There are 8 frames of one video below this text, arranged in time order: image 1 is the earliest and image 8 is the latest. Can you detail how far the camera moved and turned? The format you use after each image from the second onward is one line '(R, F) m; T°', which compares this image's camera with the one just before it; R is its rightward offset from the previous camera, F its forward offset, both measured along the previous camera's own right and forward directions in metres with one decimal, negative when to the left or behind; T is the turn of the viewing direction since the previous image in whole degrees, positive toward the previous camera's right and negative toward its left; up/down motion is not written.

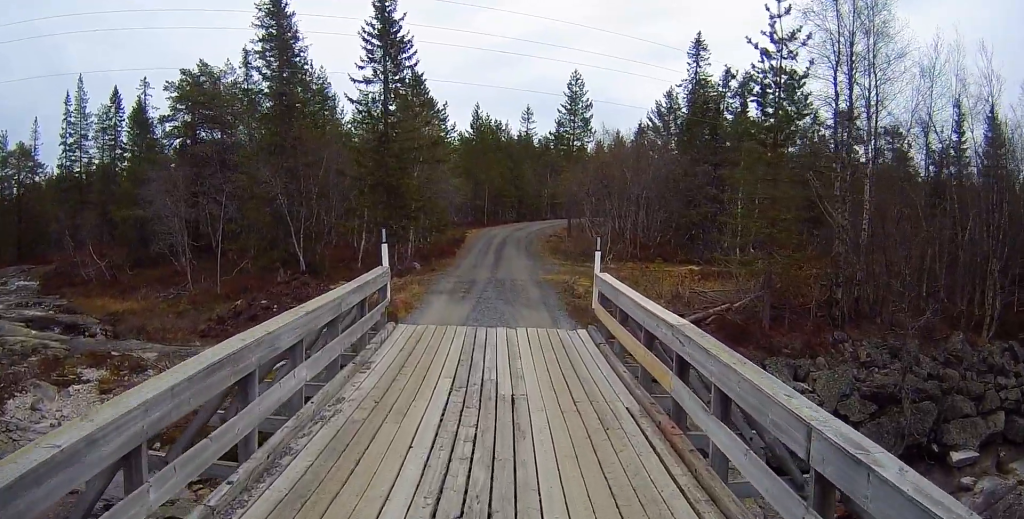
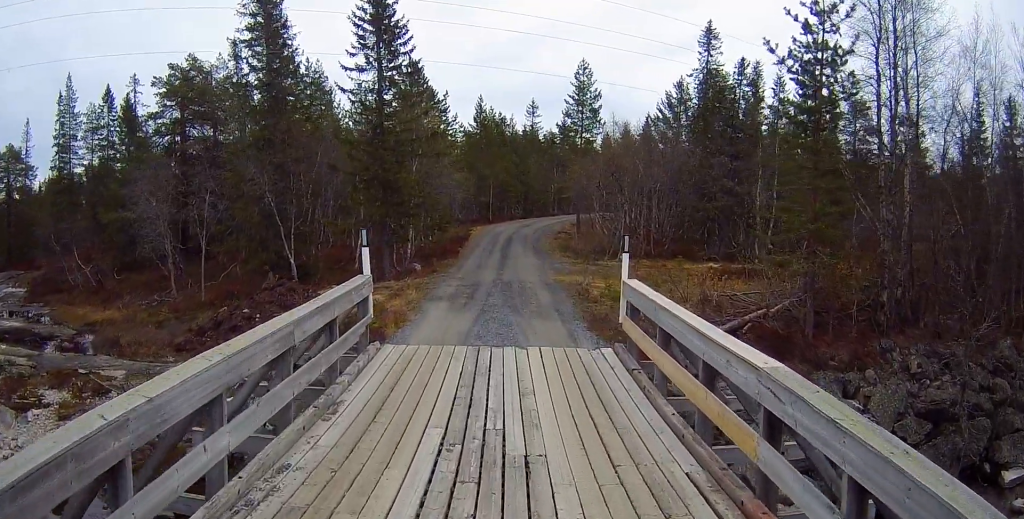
(0.0, +1.8) m; 0°
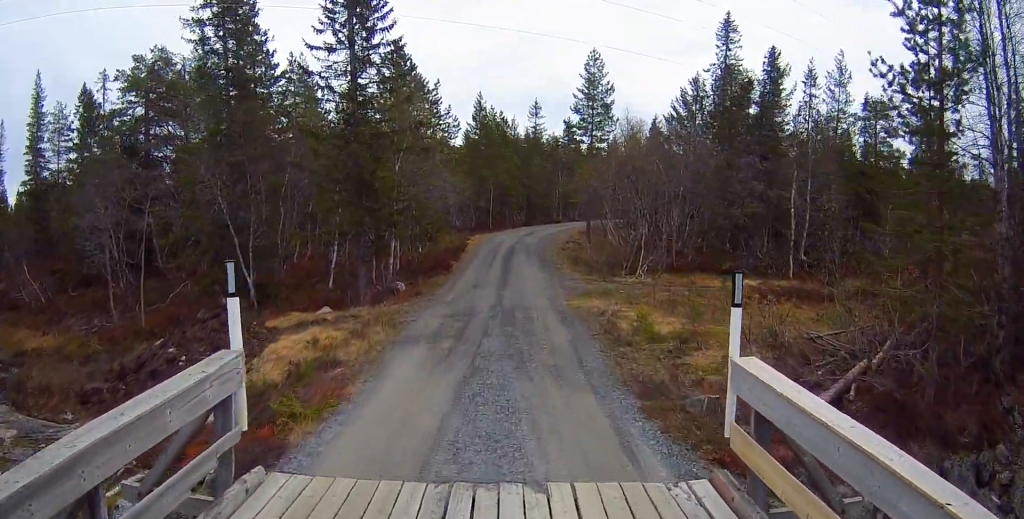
(0.0, +3.9) m; -2°
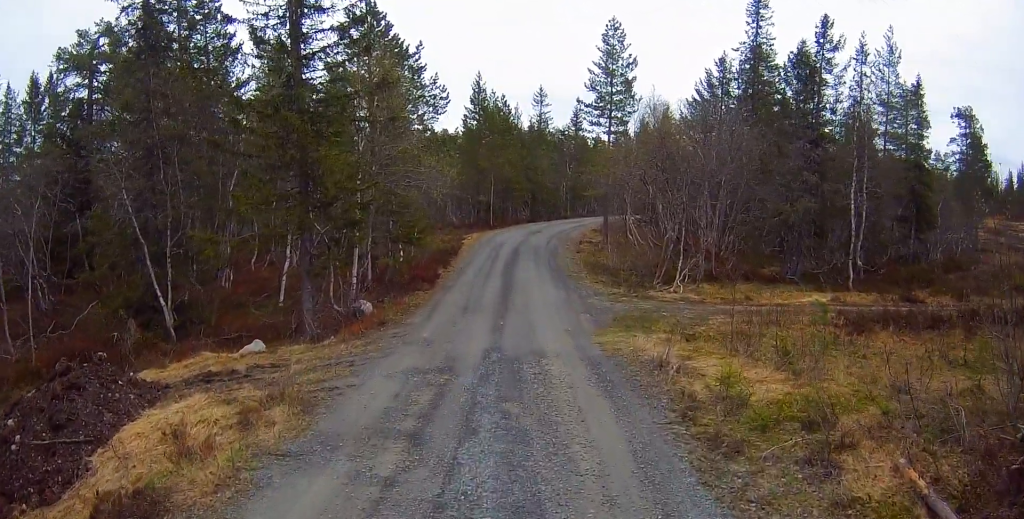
(-0.3, +5.1) m; -1°
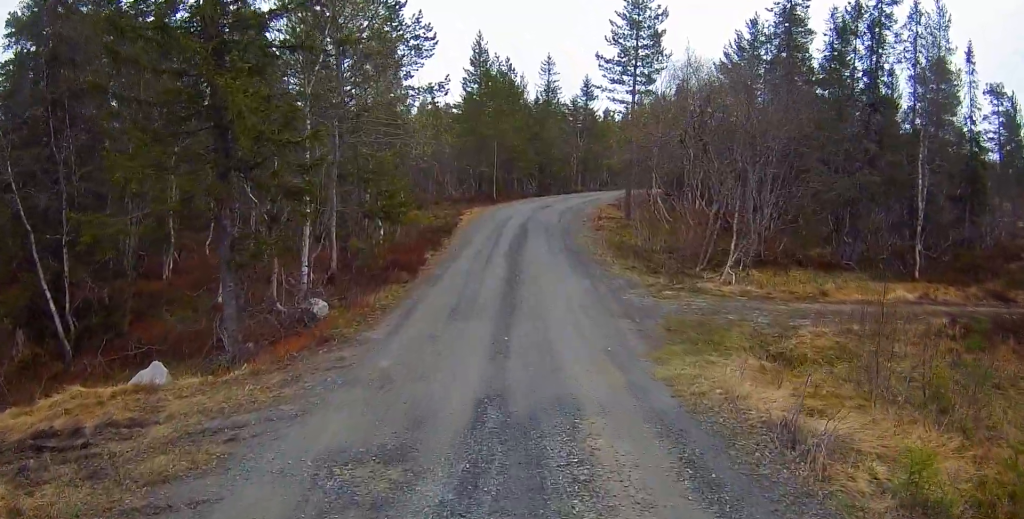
(+0.3, +4.4) m; -1°
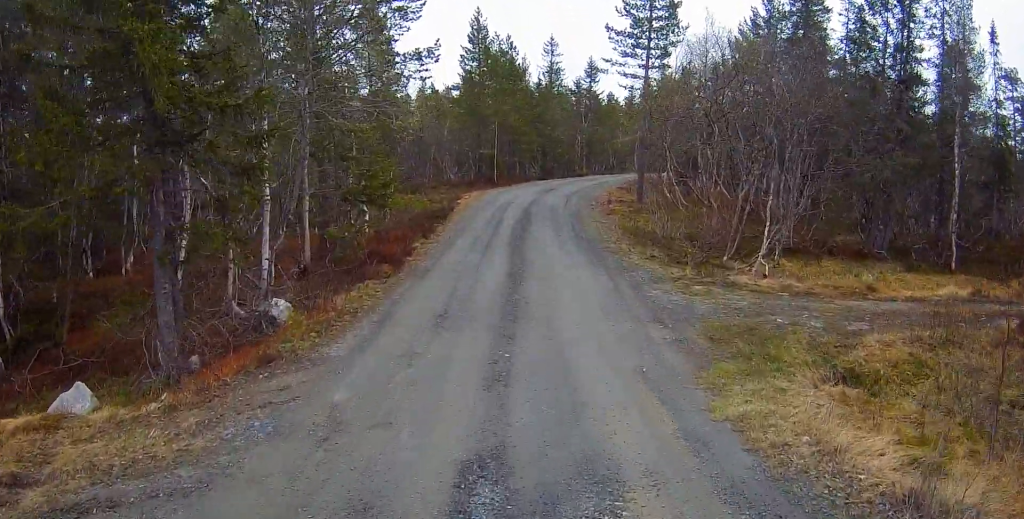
(-0.2, +2.1) m; 0°
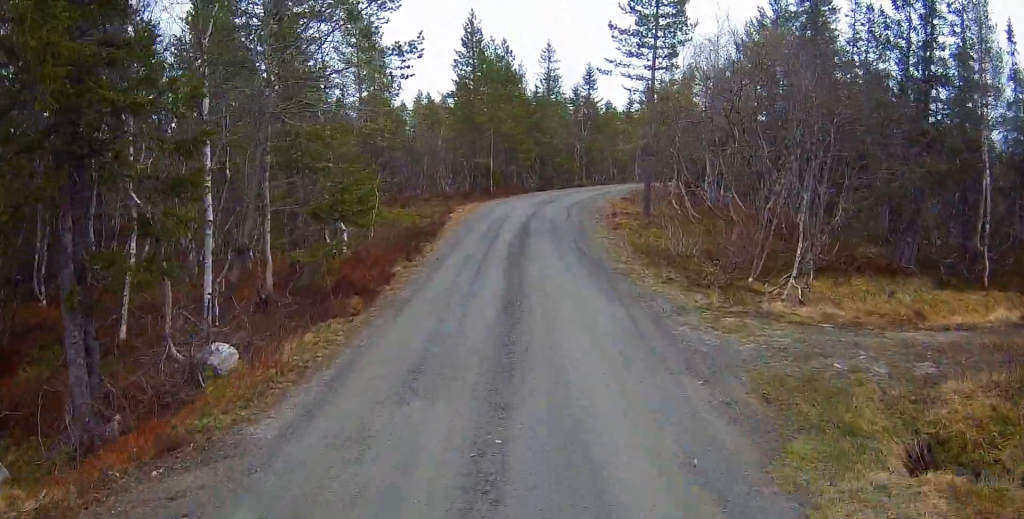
(-0.2, +1.9) m; 0°
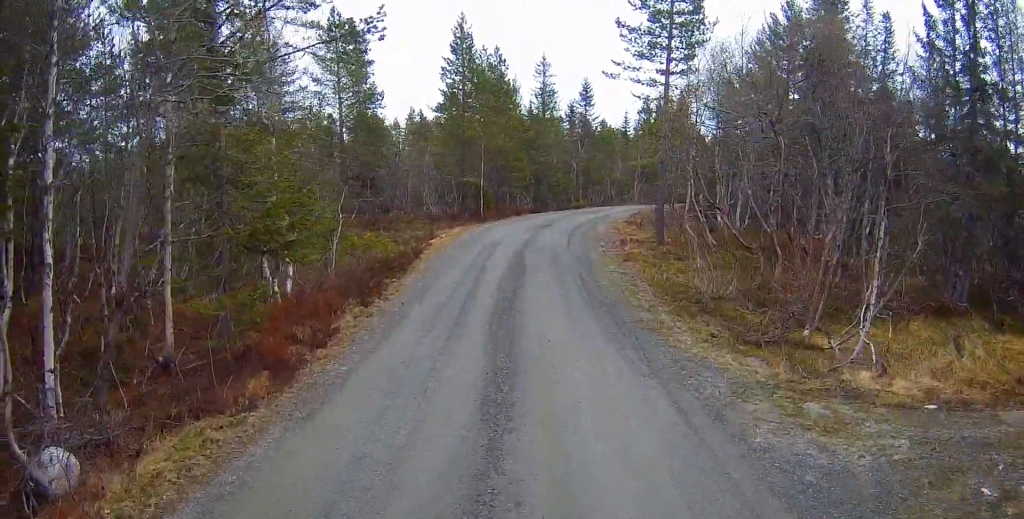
(+0.2, +3.0) m; +3°
